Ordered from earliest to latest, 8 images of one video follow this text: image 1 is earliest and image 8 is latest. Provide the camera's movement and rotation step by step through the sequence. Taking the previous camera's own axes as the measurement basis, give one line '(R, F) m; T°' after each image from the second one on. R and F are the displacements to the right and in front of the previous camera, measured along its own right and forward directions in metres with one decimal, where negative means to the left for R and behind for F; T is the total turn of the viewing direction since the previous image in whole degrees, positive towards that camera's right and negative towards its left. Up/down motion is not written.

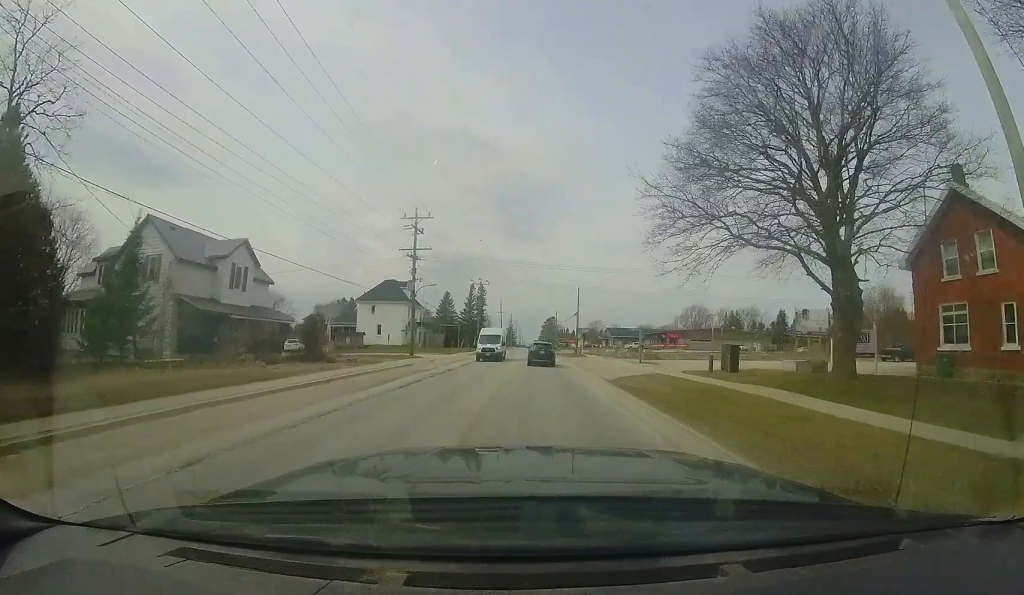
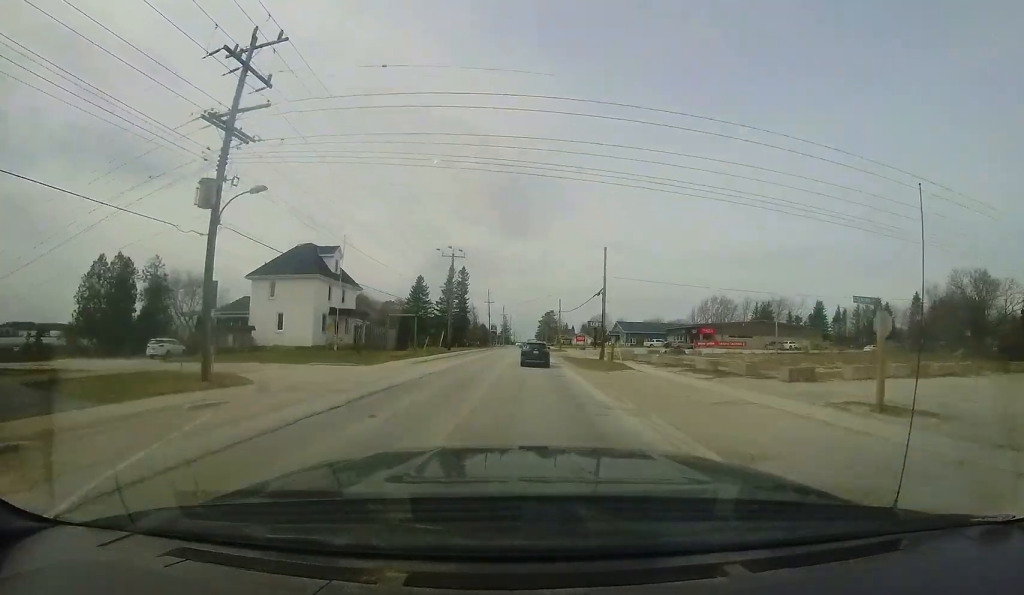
(+0.1, +21.2) m; +2°
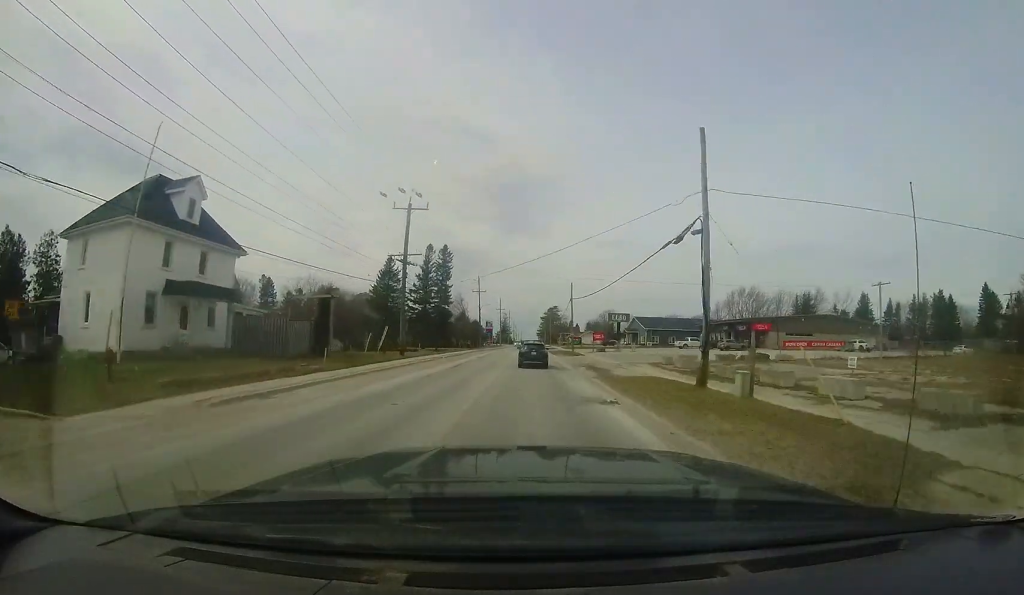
(+0.5, +17.8) m; +1°
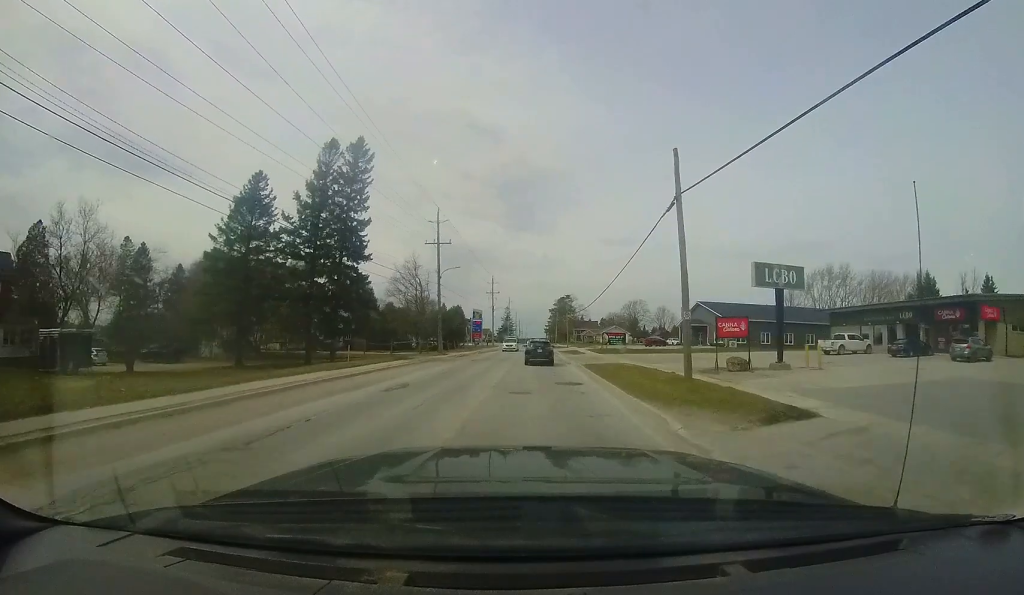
(-0.2, +33.7) m; 0°
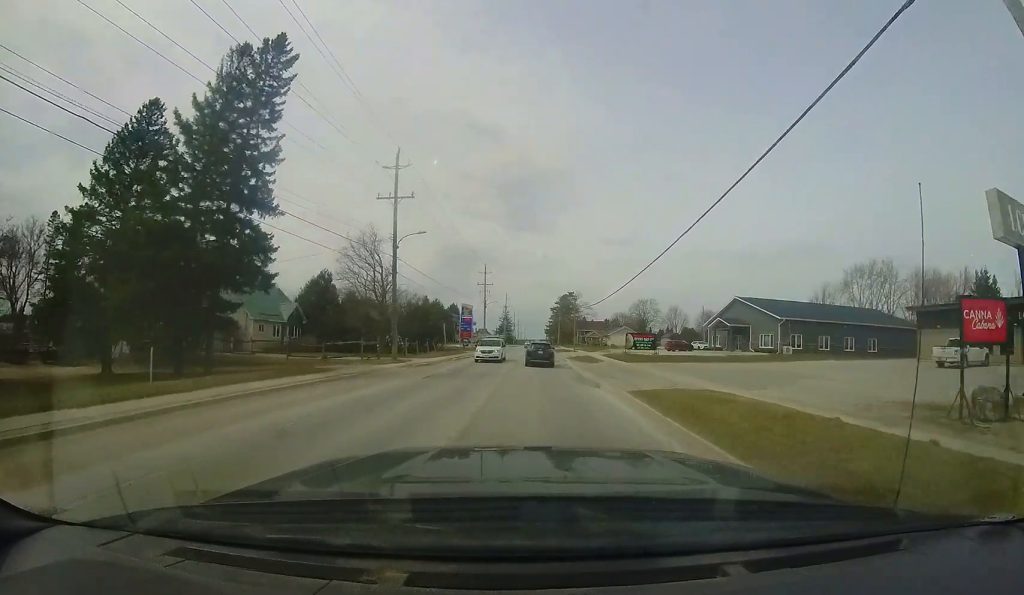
(-0.2, +11.8) m; -2°
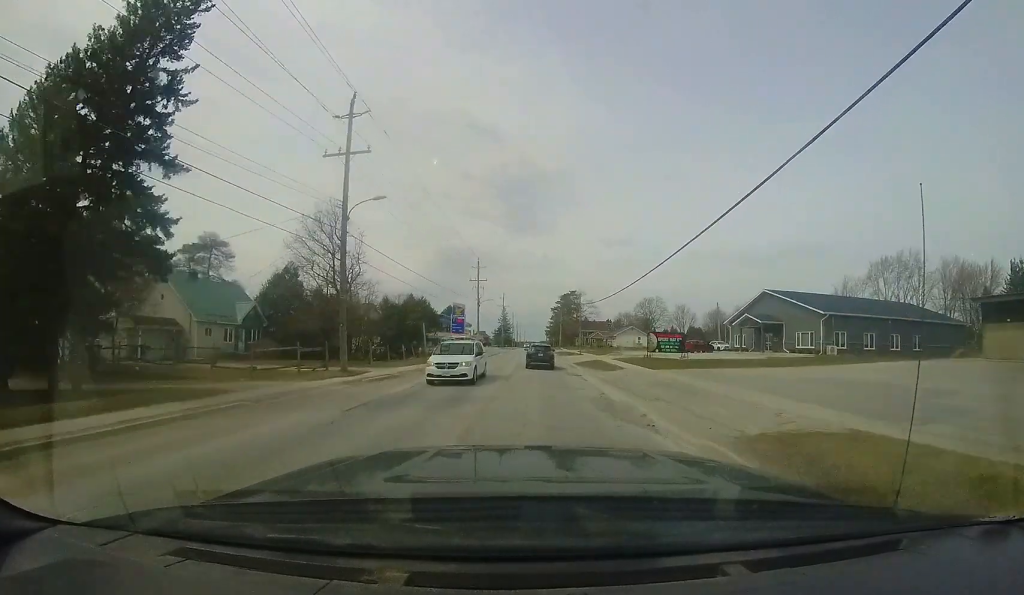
(-0.1, +6.7) m; -1°
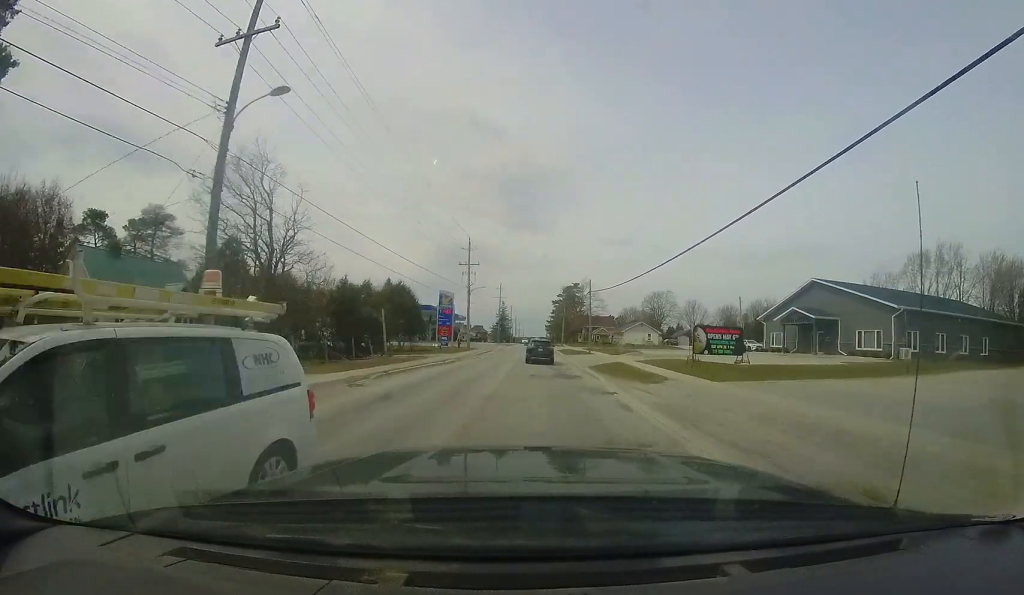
(0.0, +8.1) m; +1°
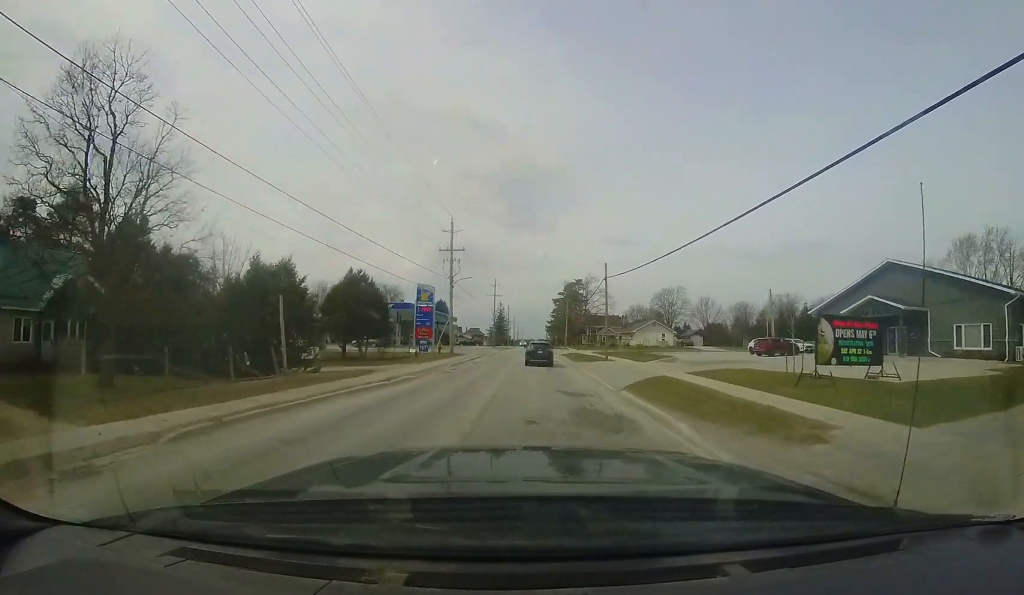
(0.0, +9.1) m; +1°
